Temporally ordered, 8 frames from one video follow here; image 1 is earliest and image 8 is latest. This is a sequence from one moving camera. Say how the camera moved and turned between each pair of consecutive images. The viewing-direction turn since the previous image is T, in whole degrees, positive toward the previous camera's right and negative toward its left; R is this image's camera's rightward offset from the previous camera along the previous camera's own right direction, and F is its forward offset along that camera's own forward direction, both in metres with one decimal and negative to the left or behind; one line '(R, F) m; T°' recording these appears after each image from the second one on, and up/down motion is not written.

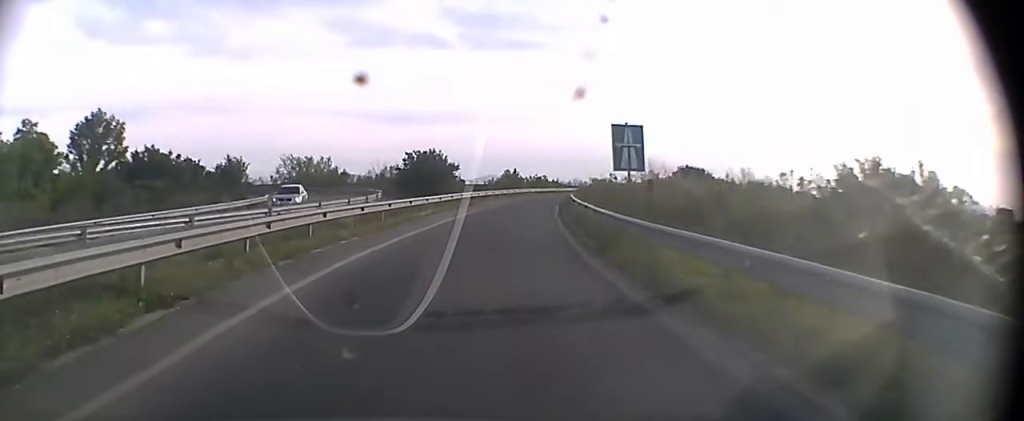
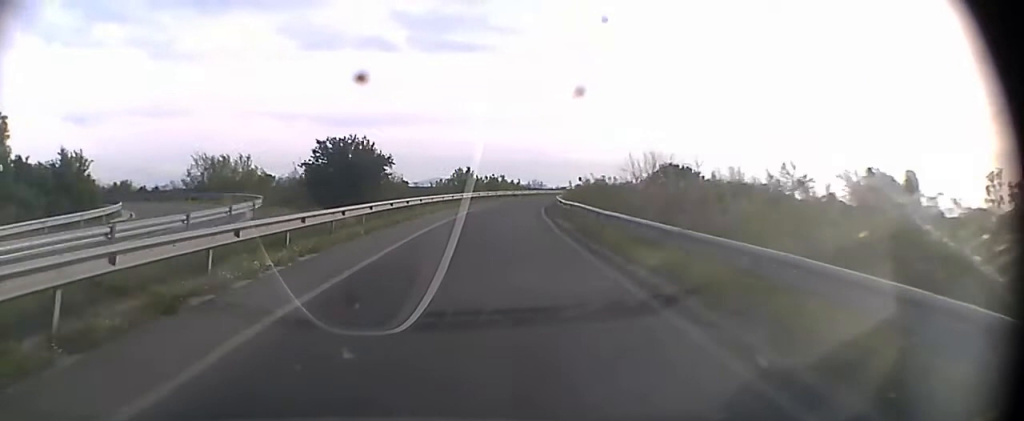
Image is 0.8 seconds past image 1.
(+0.4, +17.7) m; +6°
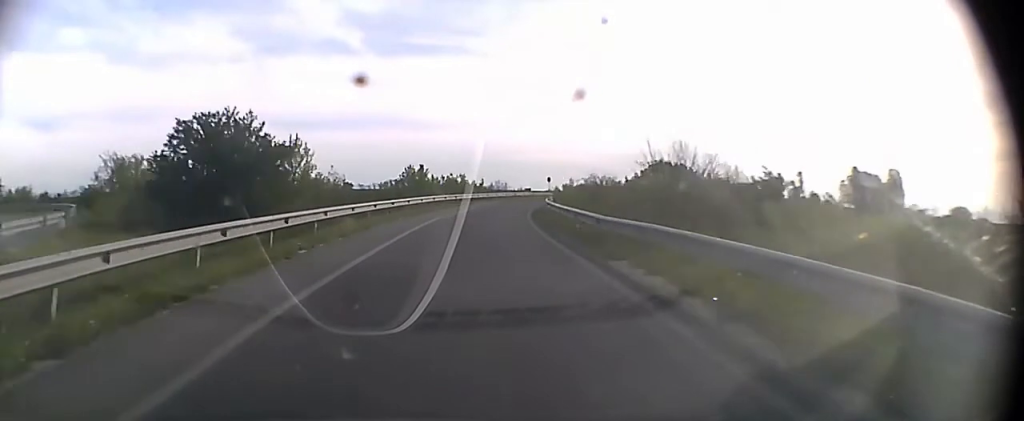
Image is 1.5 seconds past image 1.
(+1.4, +15.4) m; +4°
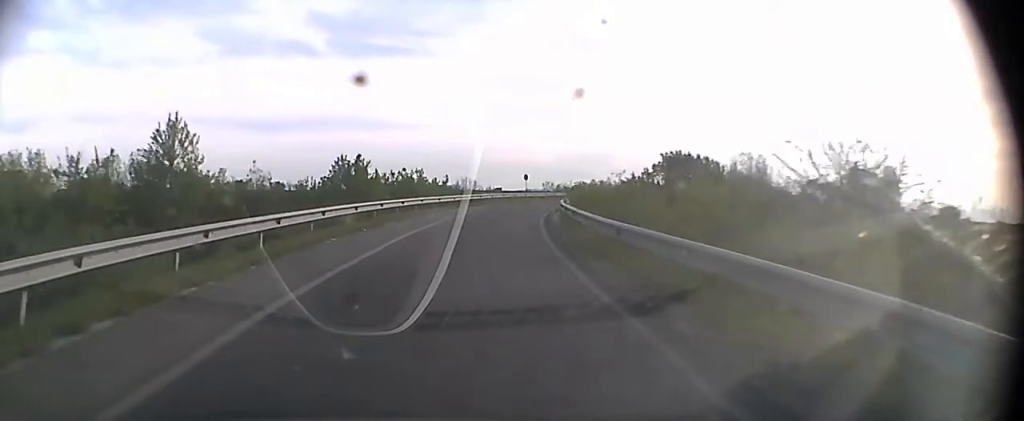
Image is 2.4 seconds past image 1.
(+0.5, +20.0) m; +1°
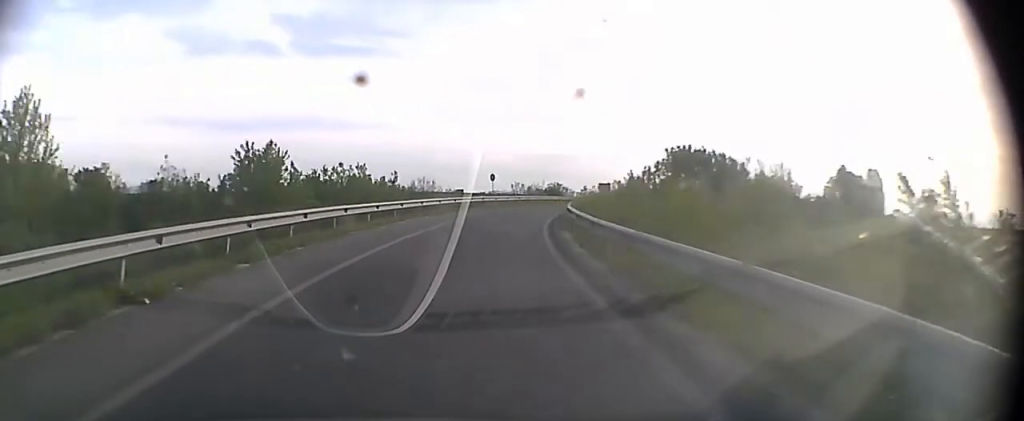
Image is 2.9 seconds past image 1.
(0.0, +11.1) m; 0°
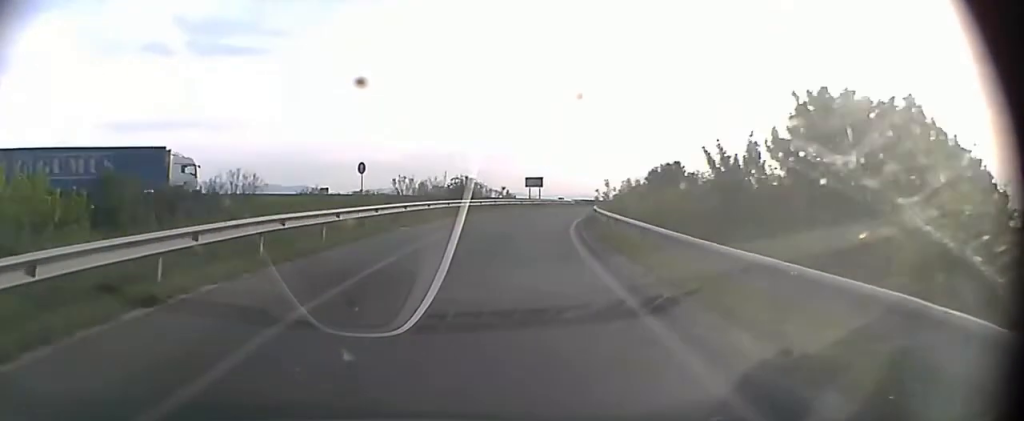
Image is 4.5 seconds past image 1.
(0.0, +35.5) m; +5°
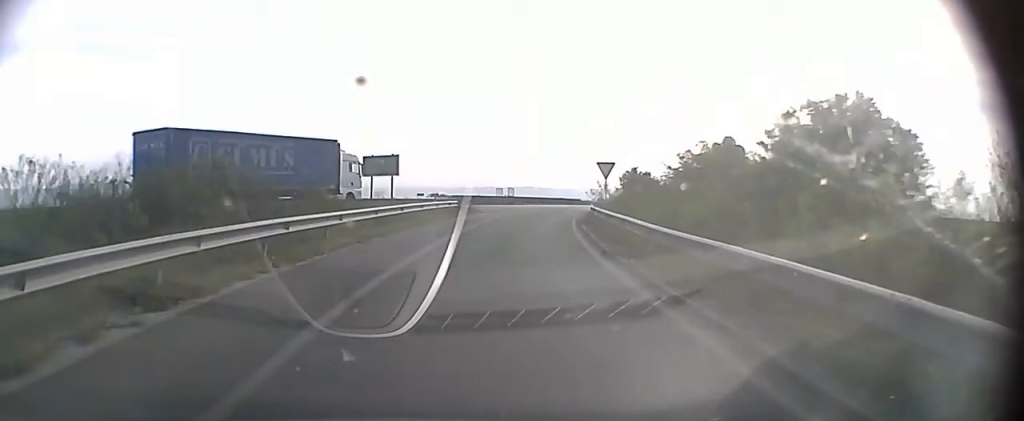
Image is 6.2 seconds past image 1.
(+5.9, +35.7) m; +16°
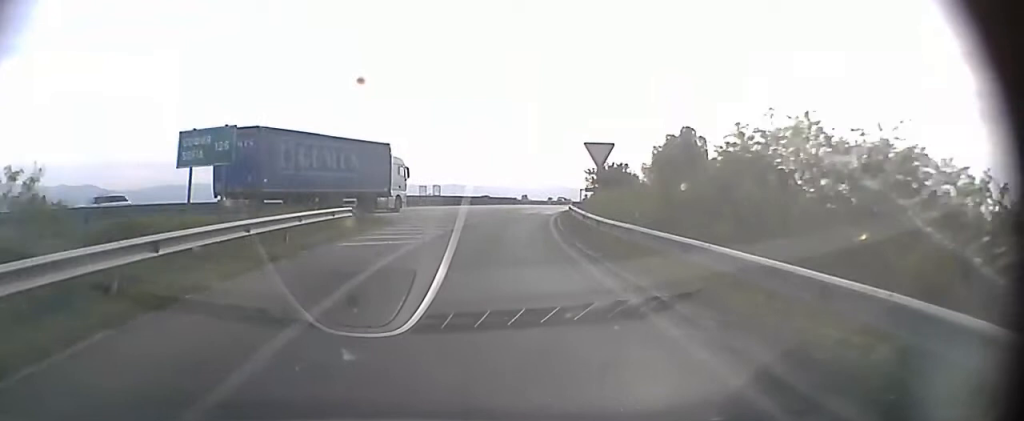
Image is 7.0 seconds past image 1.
(+0.8, +16.8) m; +4°
